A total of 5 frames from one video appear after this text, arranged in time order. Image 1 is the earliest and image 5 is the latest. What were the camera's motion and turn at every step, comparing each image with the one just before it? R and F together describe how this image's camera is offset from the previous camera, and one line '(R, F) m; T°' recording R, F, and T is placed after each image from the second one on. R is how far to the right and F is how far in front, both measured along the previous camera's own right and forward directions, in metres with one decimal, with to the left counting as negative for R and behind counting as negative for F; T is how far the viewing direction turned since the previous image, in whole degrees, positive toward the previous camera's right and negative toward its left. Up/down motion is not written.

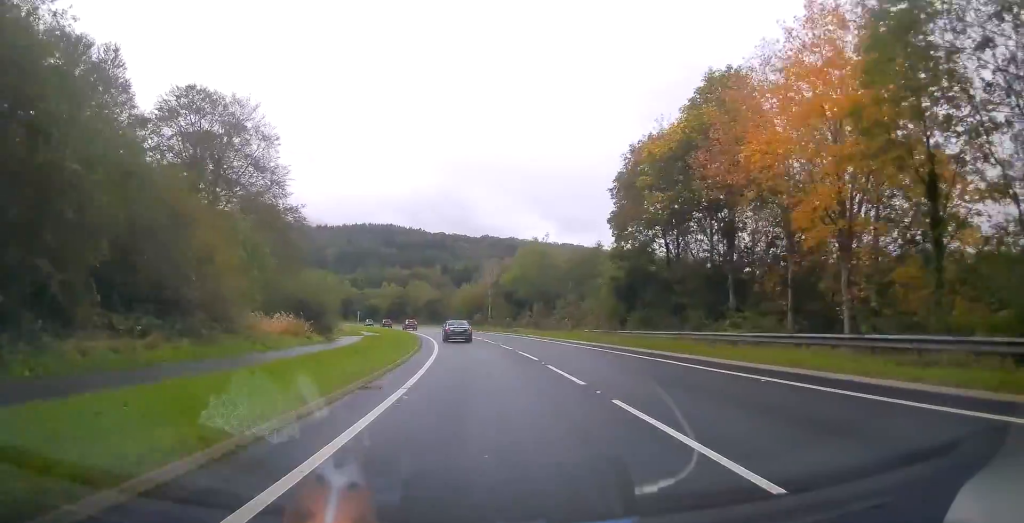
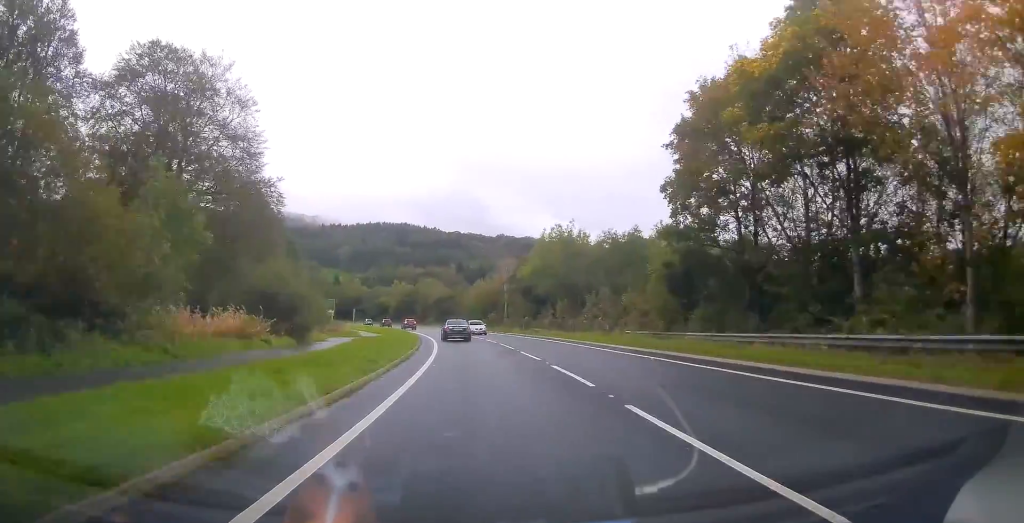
(-0.2, +9.8) m; -2°
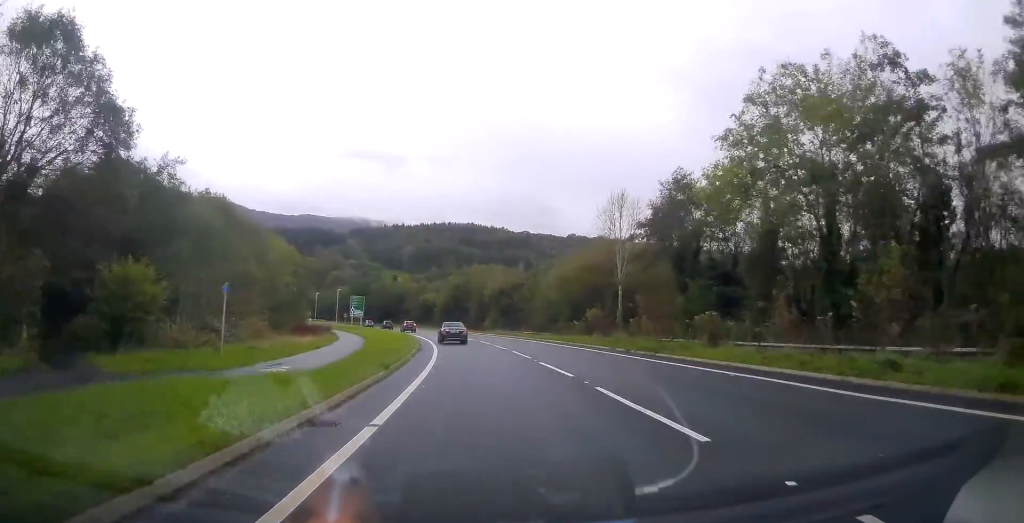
(-2.4, +41.7) m; -7°
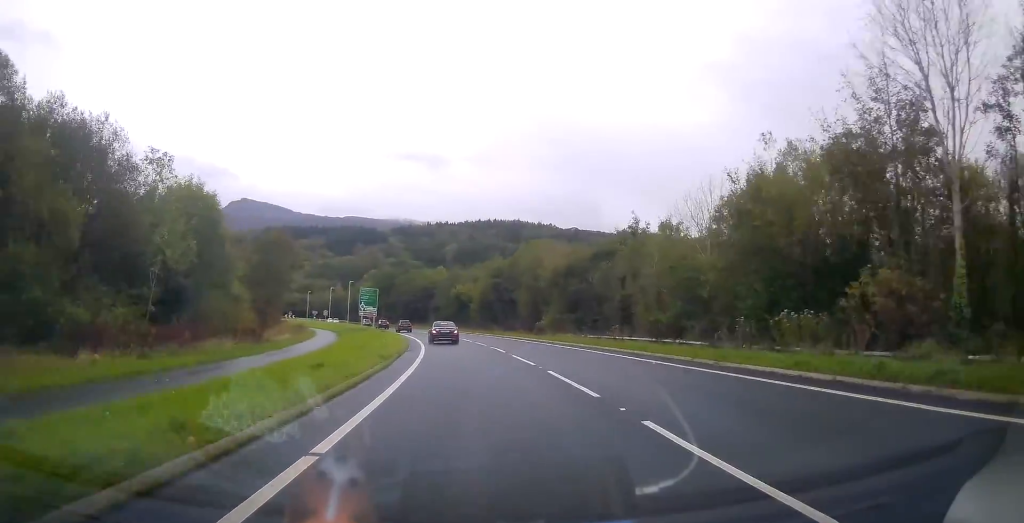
(-1.4, +31.7) m; -5°
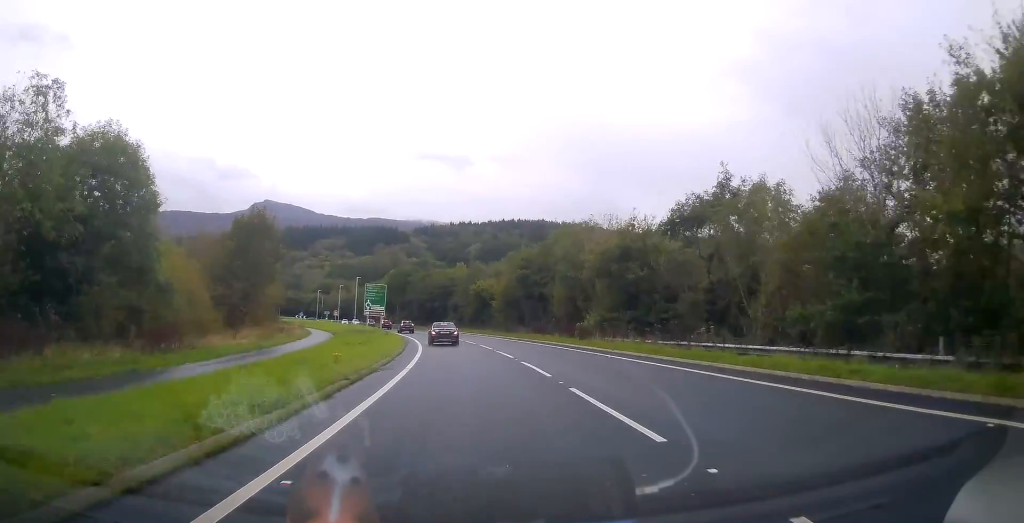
(-0.3, +13.3) m; -2°
